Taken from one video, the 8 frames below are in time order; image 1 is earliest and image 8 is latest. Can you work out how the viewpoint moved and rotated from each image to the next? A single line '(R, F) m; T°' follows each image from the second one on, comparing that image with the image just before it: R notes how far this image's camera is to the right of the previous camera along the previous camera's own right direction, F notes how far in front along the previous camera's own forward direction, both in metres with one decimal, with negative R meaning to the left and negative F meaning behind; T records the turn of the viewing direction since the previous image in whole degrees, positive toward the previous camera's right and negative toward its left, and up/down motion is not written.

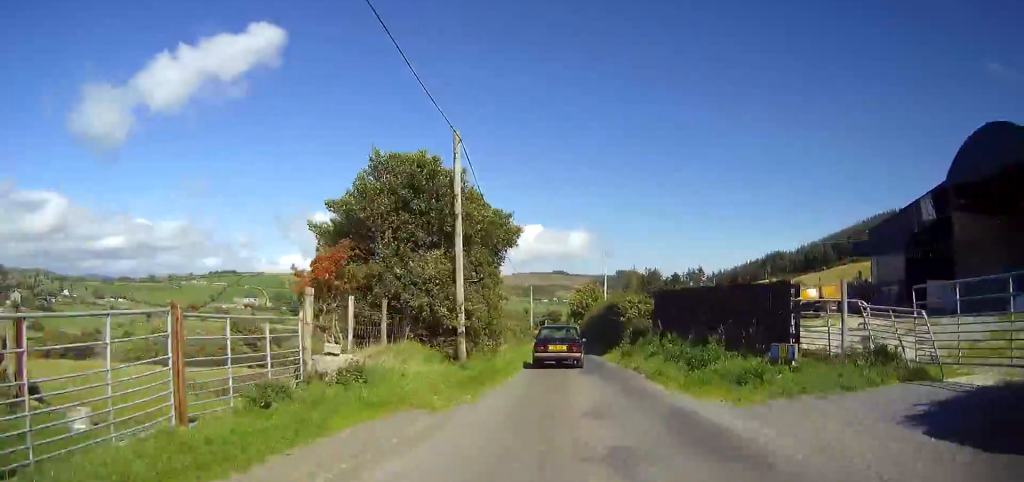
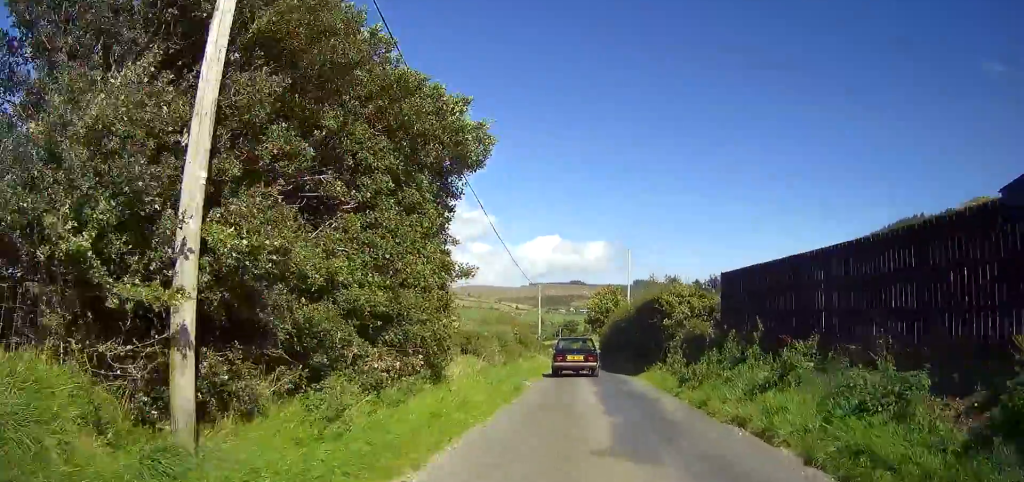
(-0.2, +12.4) m; -1°
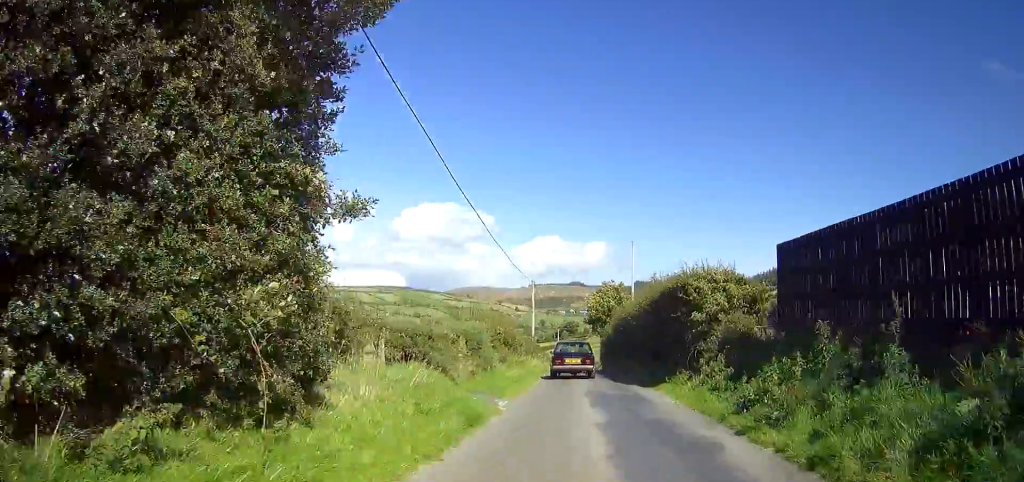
(-0.1, +6.6) m; 0°
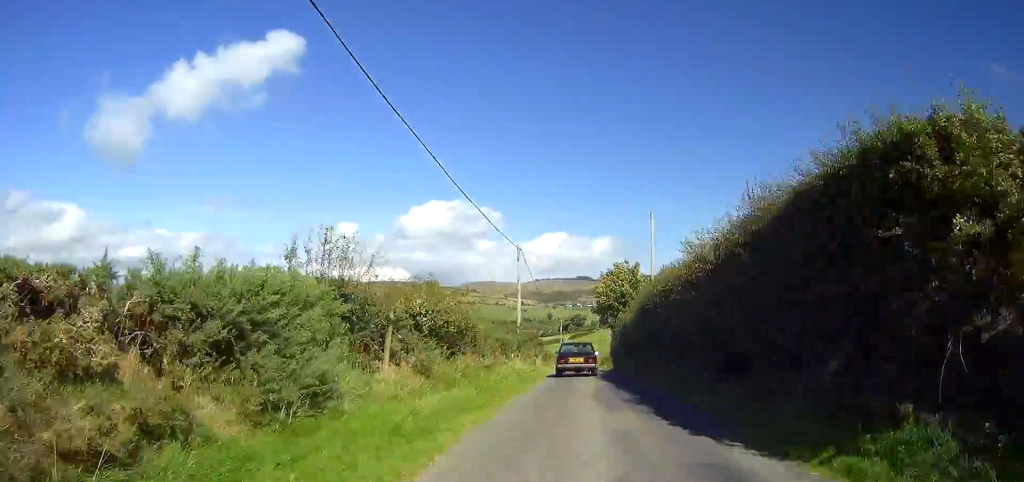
(-0.1, +13.9) m; 0°
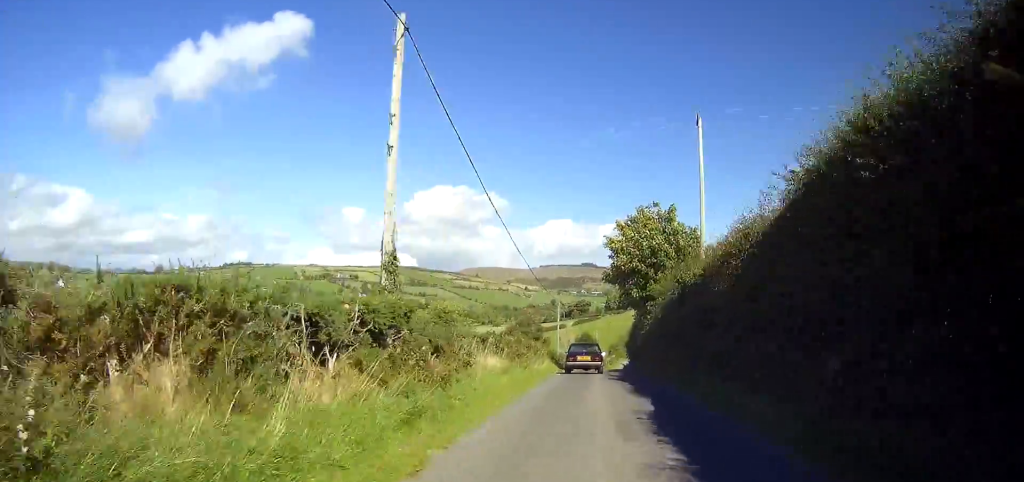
(-0.1, +21.3) m; 0°
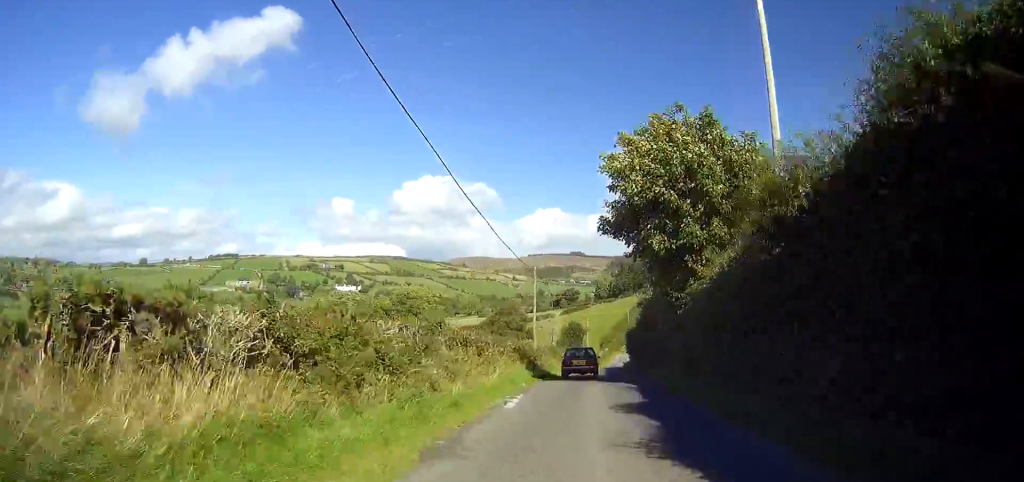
(+0.2, +14.9) m; +1°
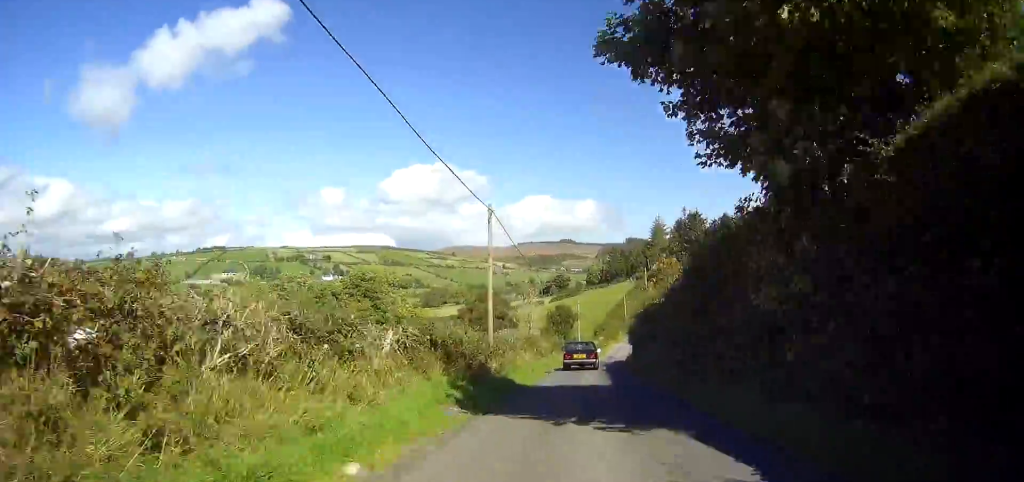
(+0.2, +14.7) m; +1°
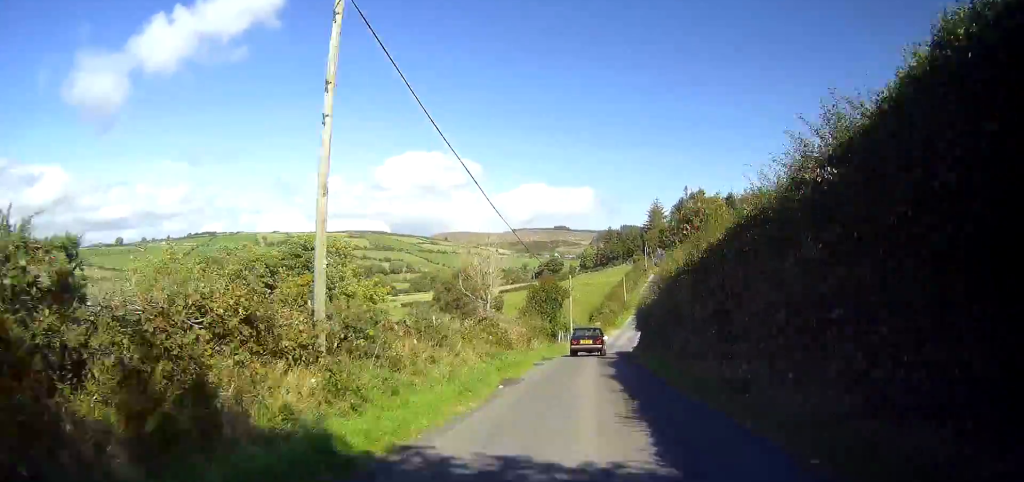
(+0.1, +14.5) m; 0°
